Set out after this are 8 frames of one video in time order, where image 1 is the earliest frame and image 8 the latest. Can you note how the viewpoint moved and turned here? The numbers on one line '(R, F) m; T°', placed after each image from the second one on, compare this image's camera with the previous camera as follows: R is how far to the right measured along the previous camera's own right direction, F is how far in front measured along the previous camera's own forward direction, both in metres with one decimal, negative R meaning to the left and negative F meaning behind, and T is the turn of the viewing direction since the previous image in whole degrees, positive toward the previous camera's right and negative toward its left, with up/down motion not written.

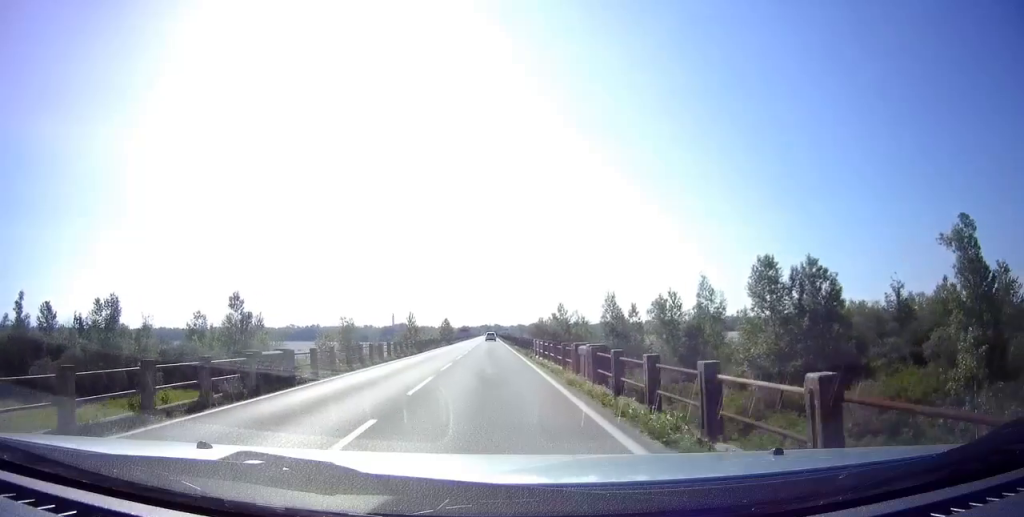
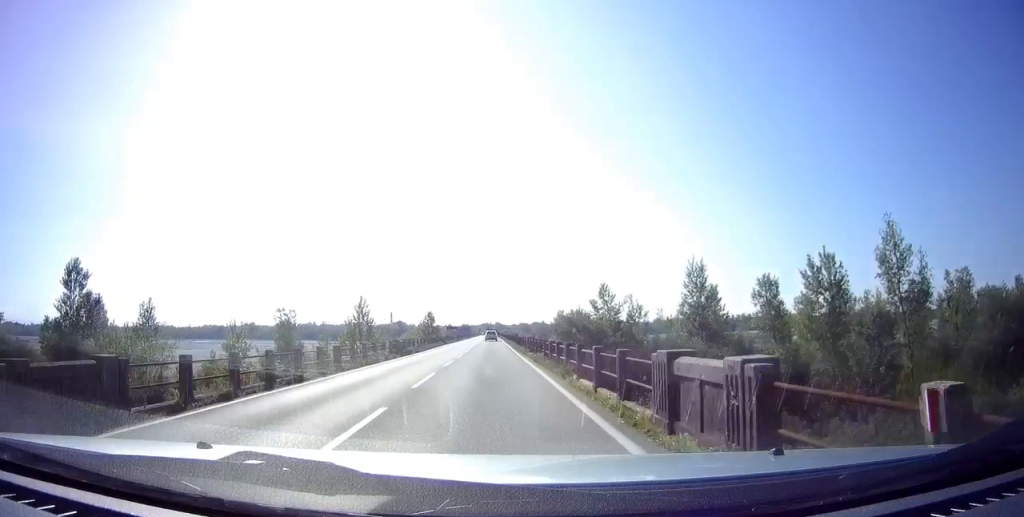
(-0.1, +31.8) m; 0°
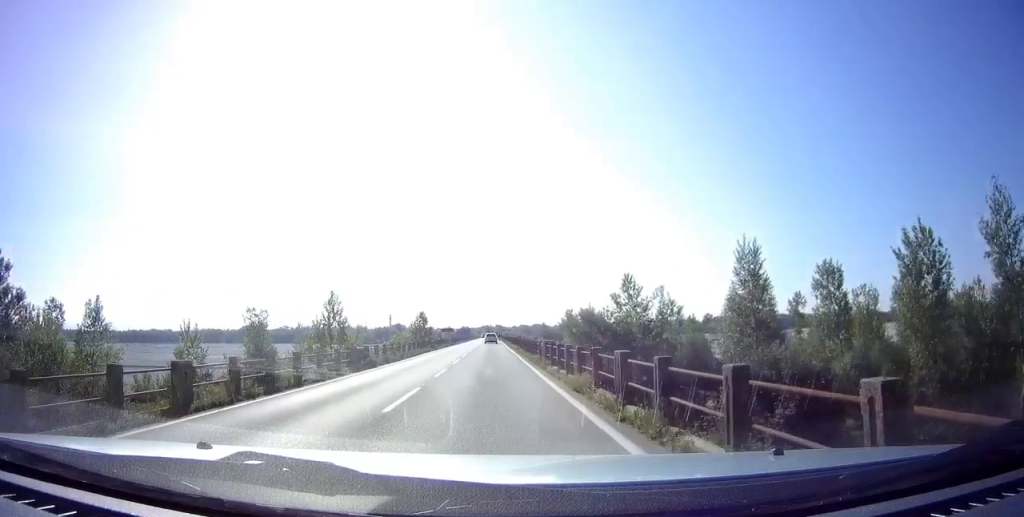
(0.0, +9.7) m; 0°
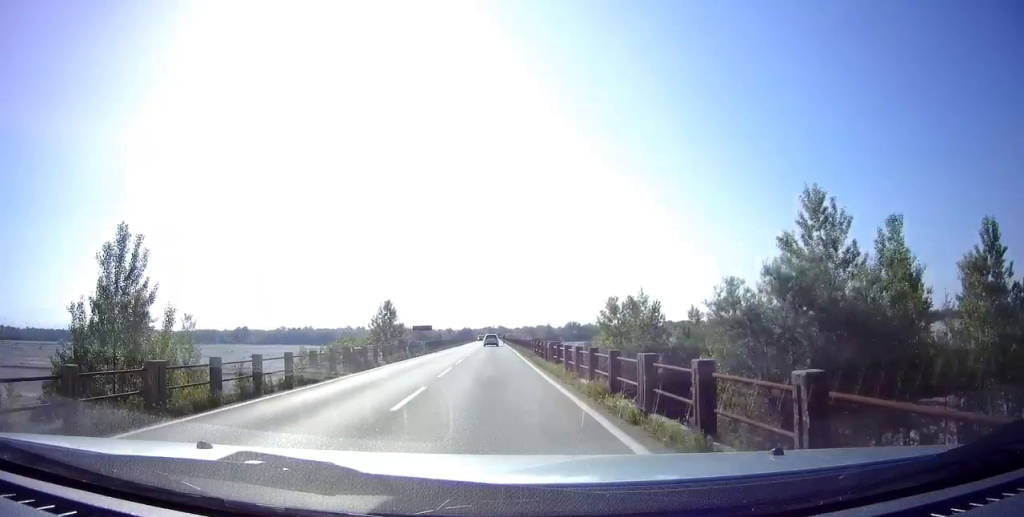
(0.0, +27.8) m; 0°
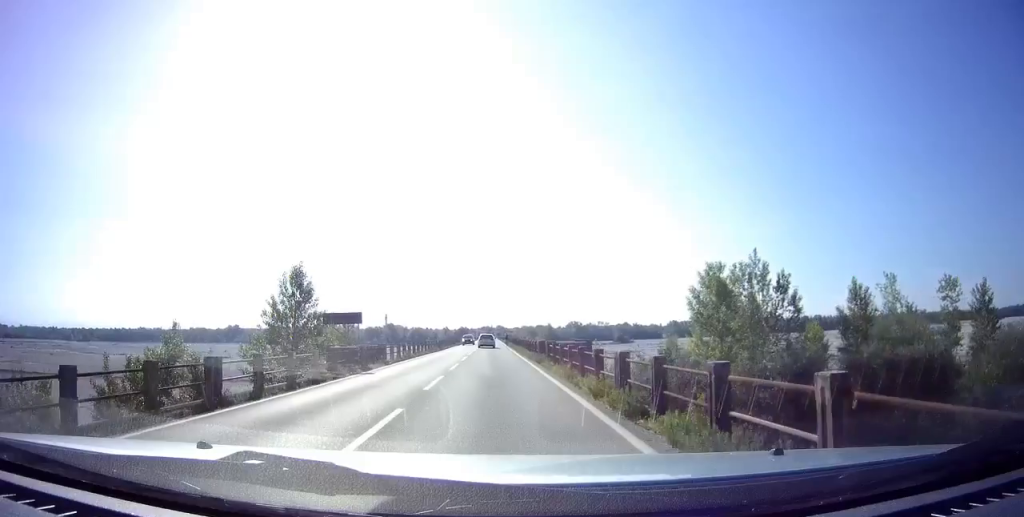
(-0.1, +24.9) m; -1°
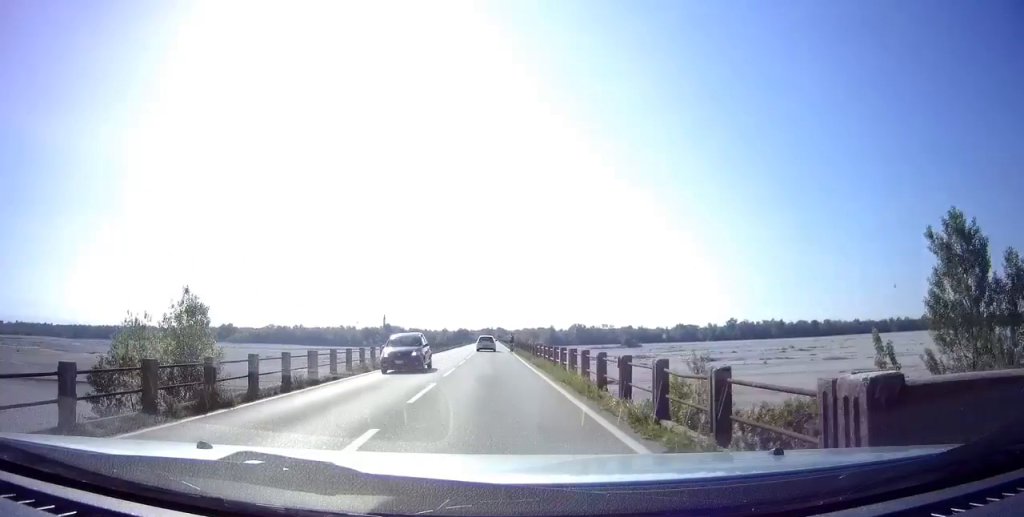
(-0.3, +23.2) m; -1°
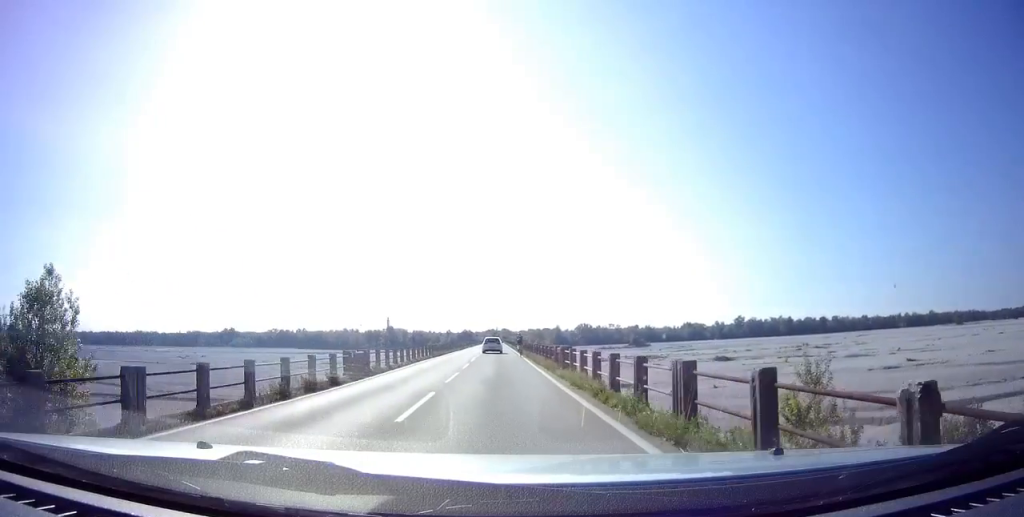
(0.0, +9.6) m; 0°
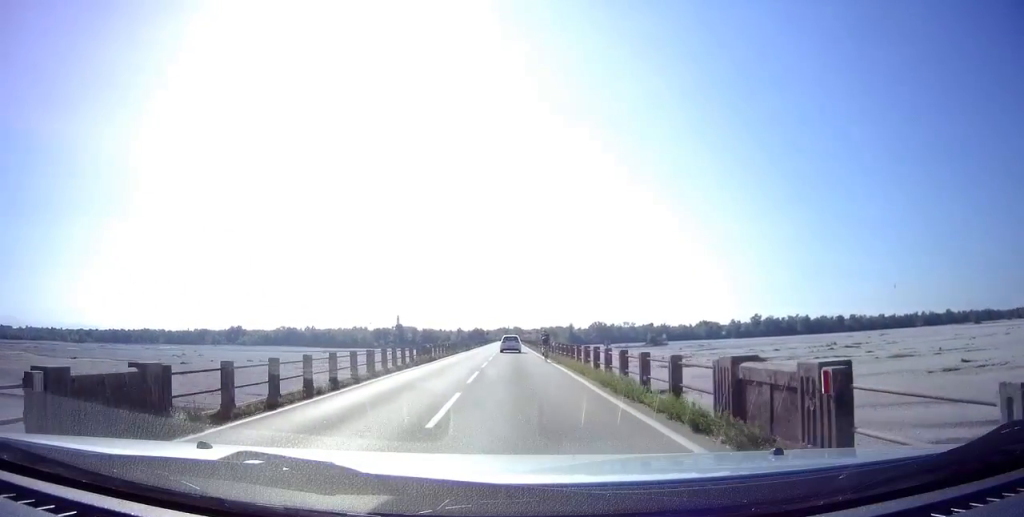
(-0.1, +15.2) m; +1°
